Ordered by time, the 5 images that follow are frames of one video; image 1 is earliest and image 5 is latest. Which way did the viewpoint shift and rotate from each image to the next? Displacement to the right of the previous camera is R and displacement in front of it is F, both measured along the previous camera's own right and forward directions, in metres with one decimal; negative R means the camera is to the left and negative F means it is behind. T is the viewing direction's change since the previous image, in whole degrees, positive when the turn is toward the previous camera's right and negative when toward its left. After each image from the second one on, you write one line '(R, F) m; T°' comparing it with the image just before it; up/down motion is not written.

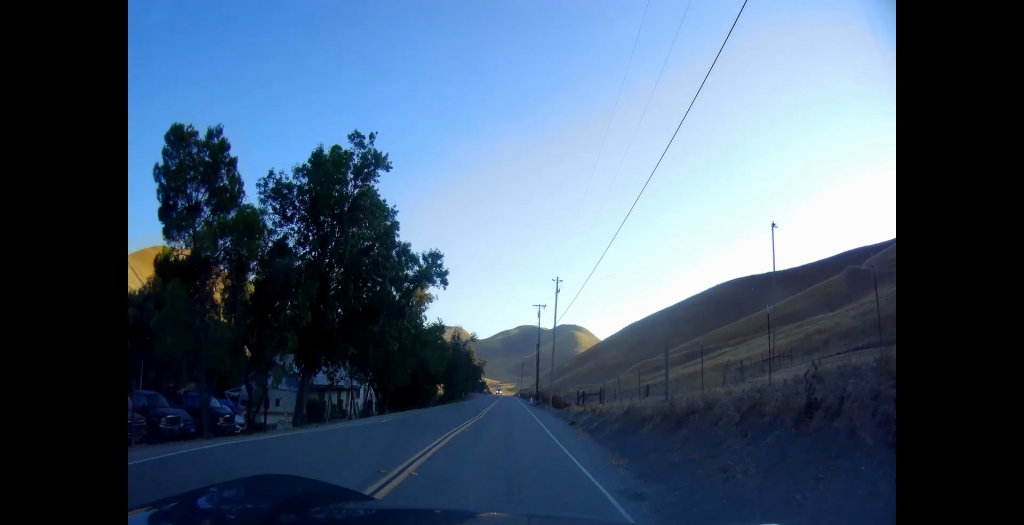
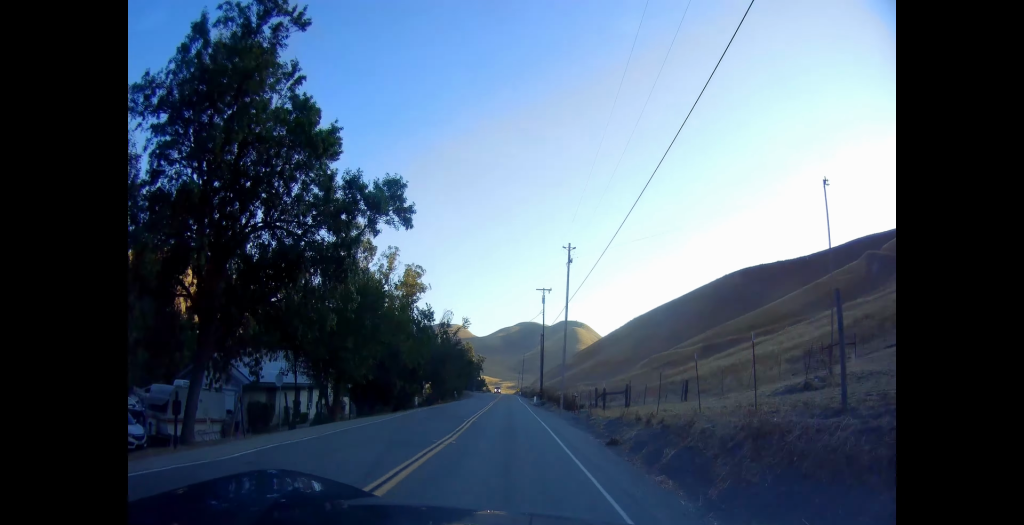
(+0.3, +10.6) m; 0°
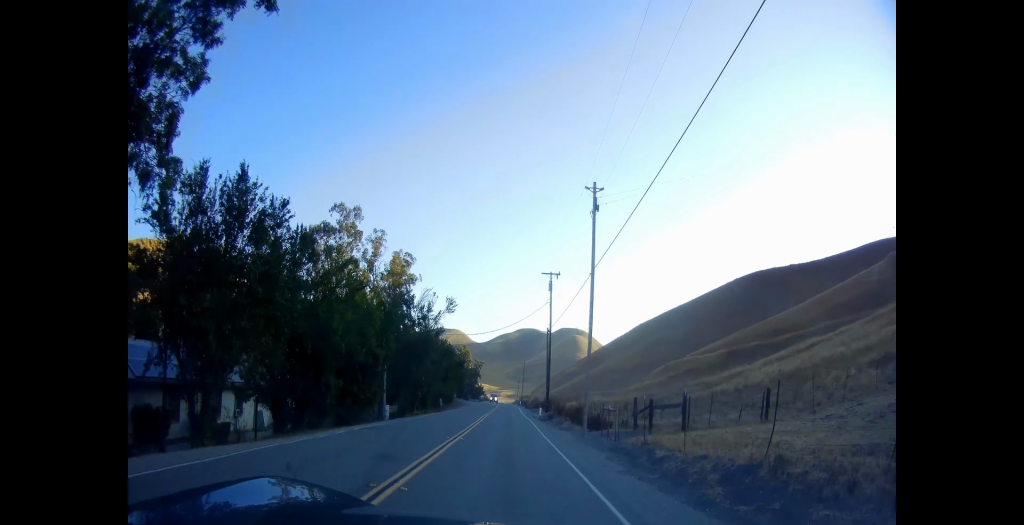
(+0.4, +12.5) m; +1°
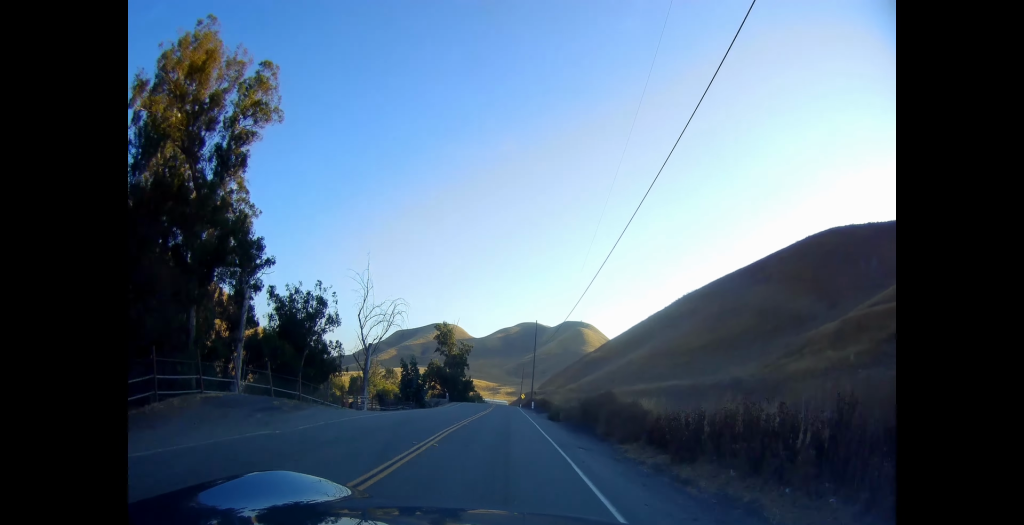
(-0.2, +65.6) m; 0°
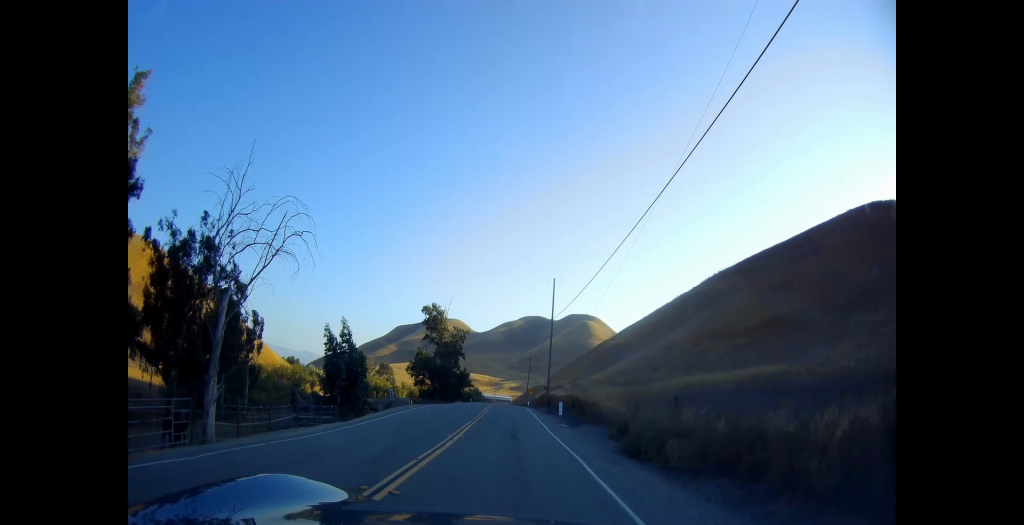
(+0.5, +27.6) m; -1°
